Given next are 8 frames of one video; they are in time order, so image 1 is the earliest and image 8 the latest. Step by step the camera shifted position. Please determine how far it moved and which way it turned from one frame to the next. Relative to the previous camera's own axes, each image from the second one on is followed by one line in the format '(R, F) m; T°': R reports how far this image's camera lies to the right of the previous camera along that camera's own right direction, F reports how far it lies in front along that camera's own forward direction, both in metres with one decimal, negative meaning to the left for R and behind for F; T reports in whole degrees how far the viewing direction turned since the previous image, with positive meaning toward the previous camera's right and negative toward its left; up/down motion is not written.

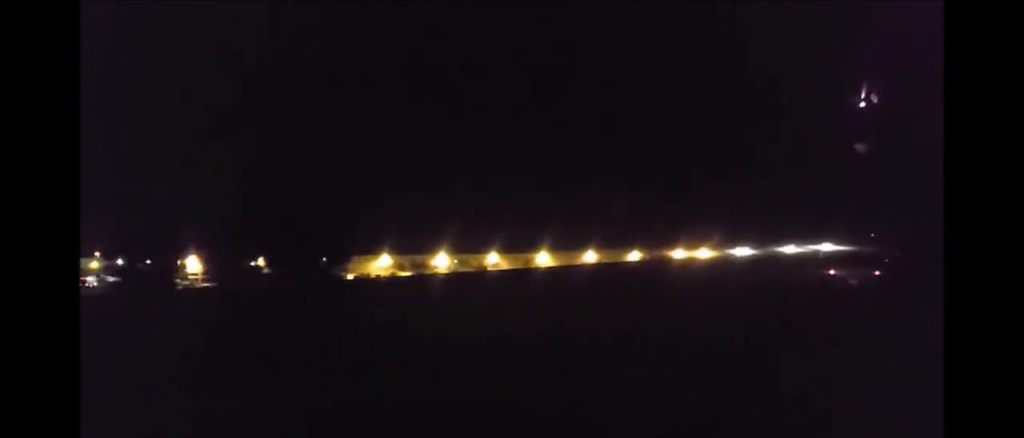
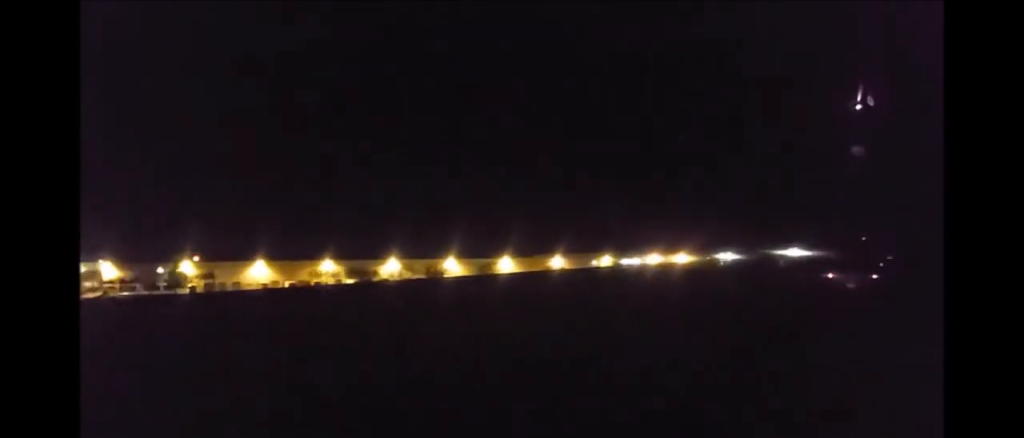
(0.0, +29.4) m; 0°
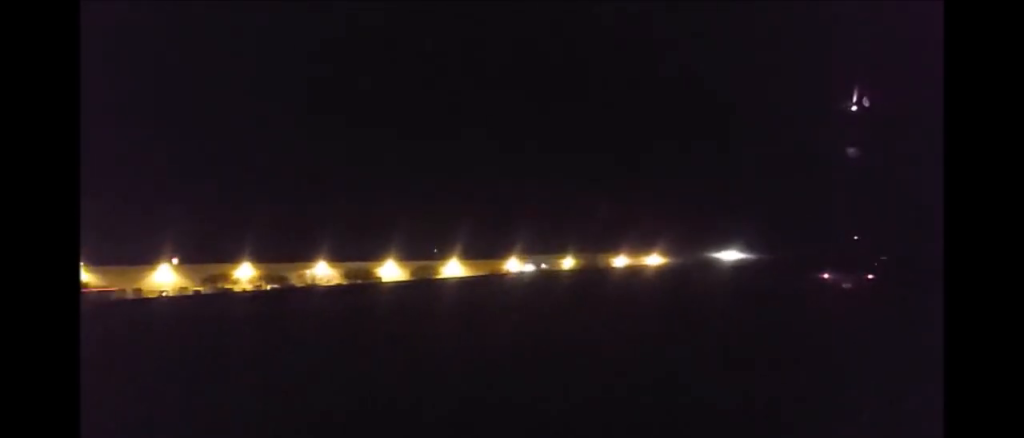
(0.0, +35.4) m; 0°
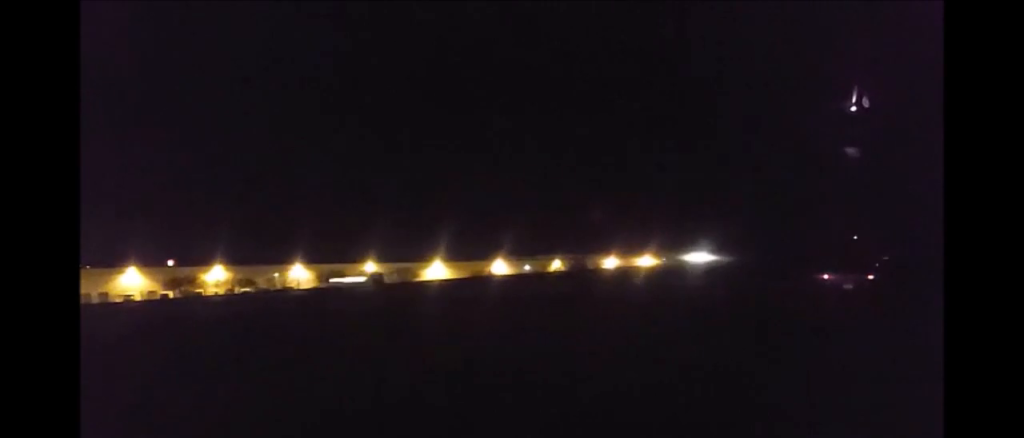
(0.0, +11.0) m; 0°
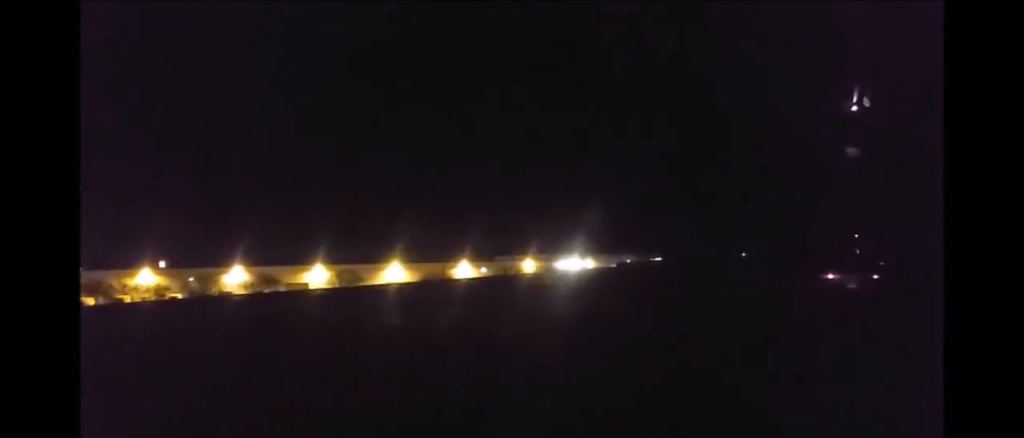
(0.0, +25.4) m; 0°
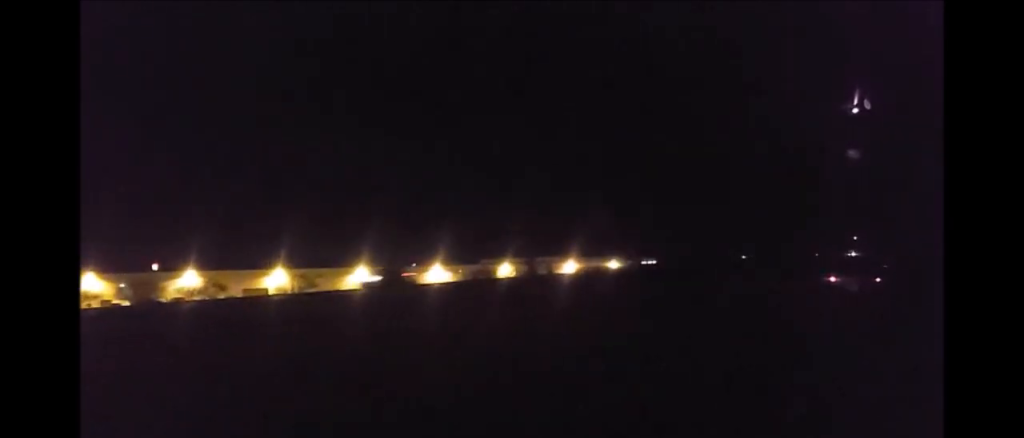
(0.0, +16.1) m; 0°
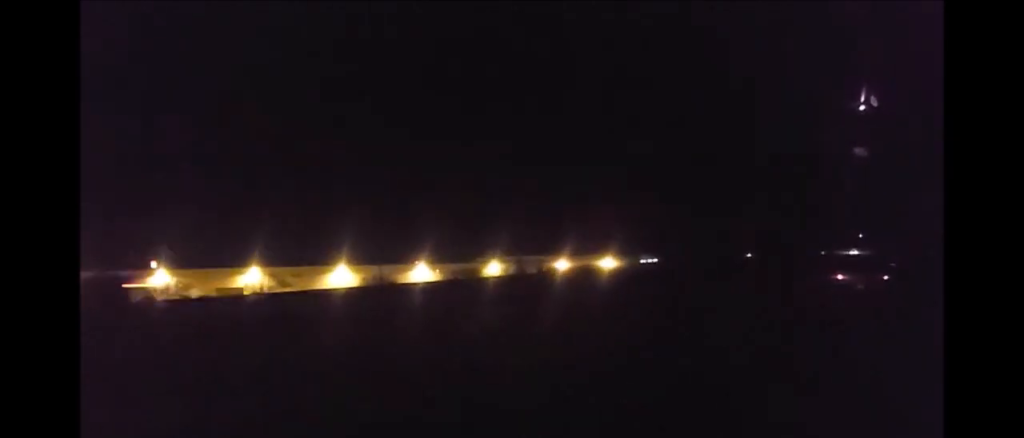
(-0.1, +10.2) m; +1°
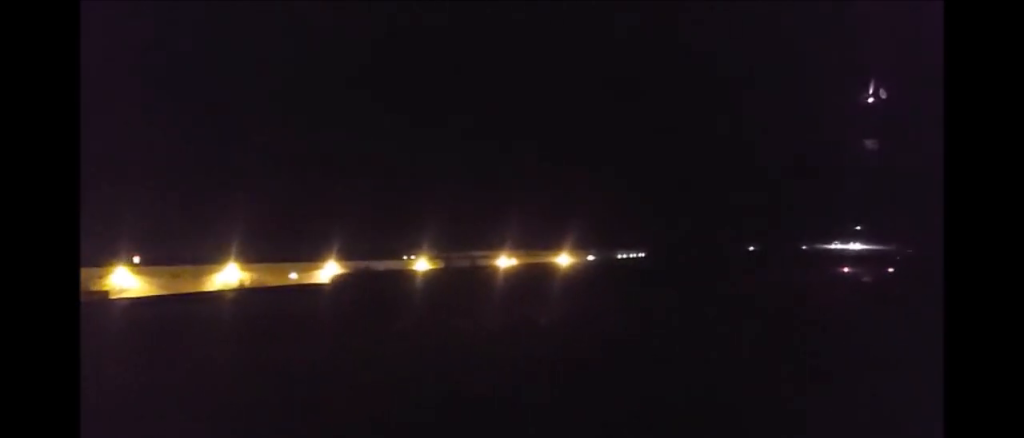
(+1.3, +39.6) m; +1°
